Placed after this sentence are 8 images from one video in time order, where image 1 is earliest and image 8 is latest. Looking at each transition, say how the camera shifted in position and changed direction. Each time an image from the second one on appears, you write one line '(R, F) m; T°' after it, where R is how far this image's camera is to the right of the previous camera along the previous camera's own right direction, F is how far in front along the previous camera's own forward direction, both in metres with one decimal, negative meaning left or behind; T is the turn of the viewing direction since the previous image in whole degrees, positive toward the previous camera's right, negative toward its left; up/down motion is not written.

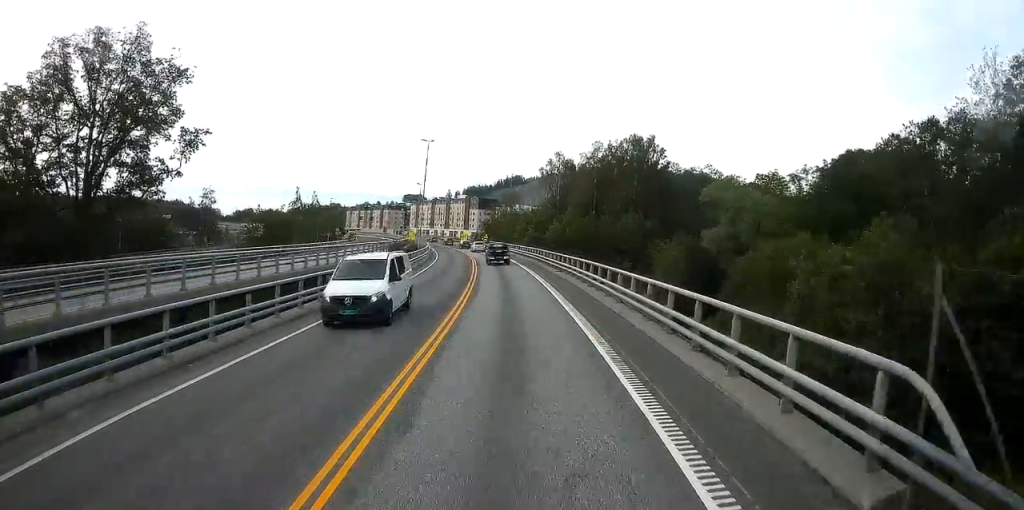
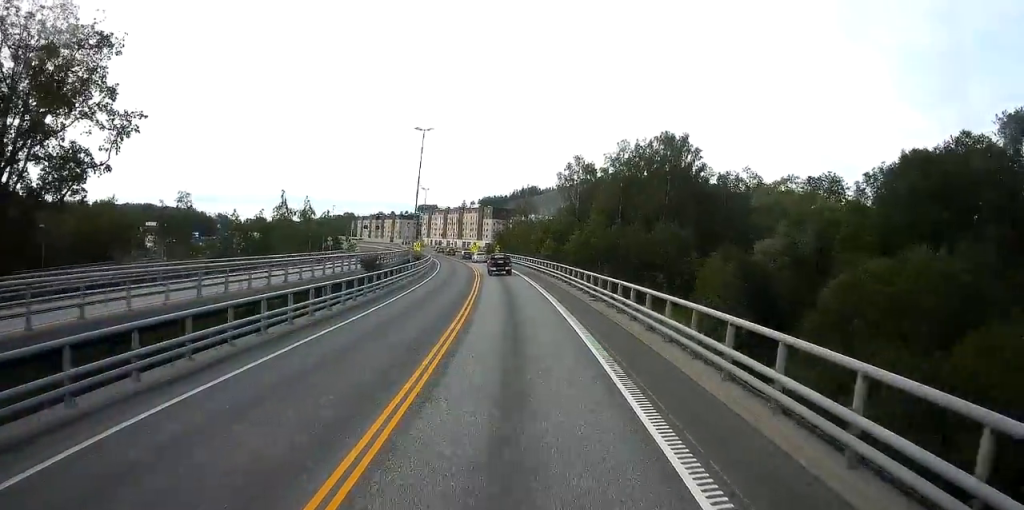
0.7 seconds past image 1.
(-0.3, +11.5) m; -2°
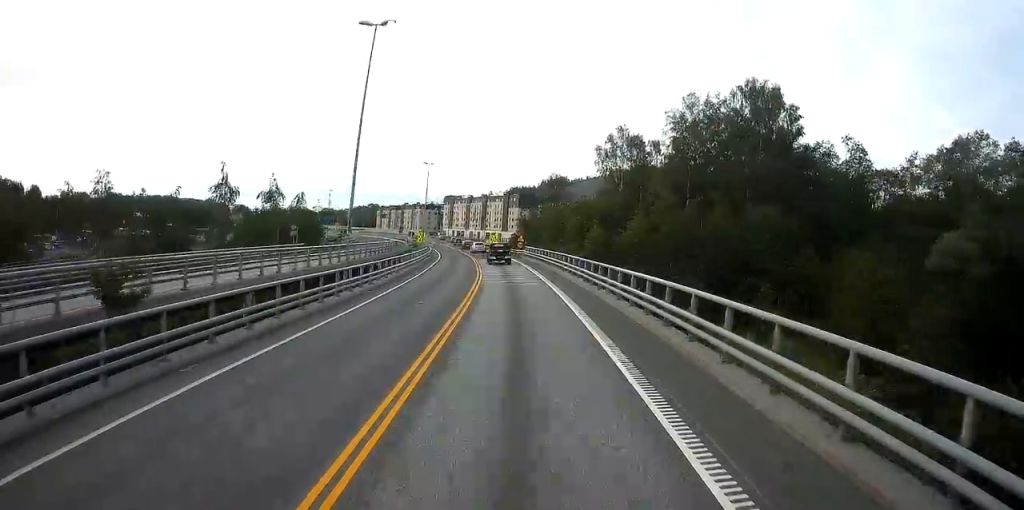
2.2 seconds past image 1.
(-0.7, +23.7) m; -2°
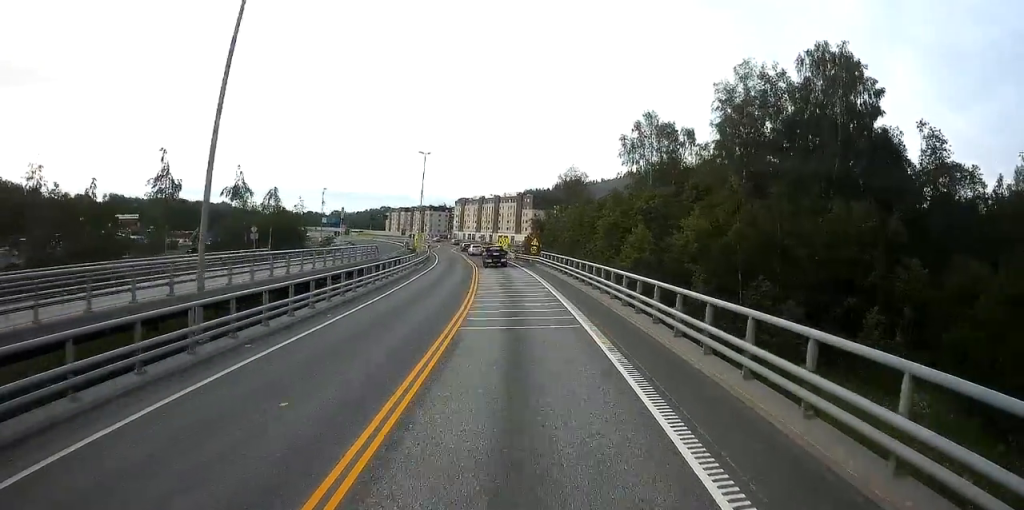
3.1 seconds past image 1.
(-0.1, +13.1) m; -1°
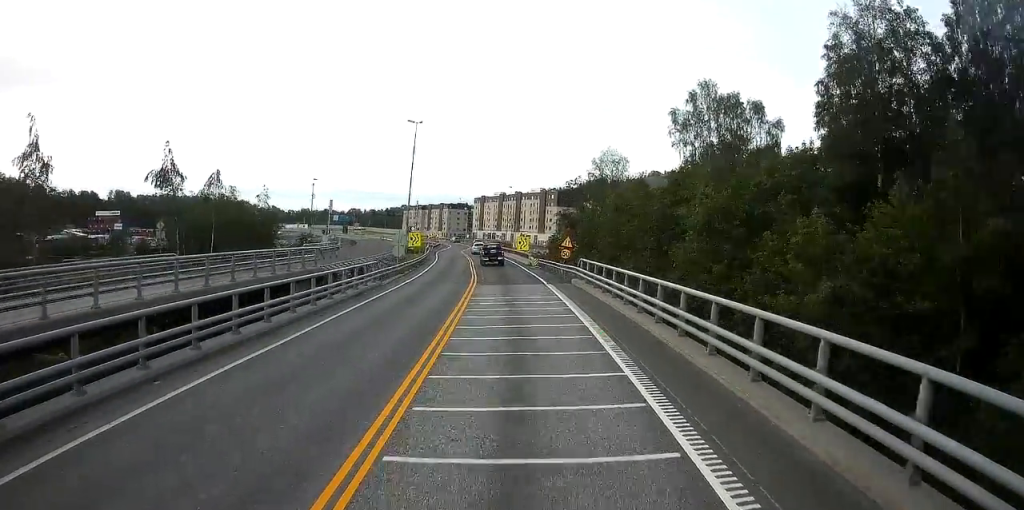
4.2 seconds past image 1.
(-0.4, +17.5) m; -3°
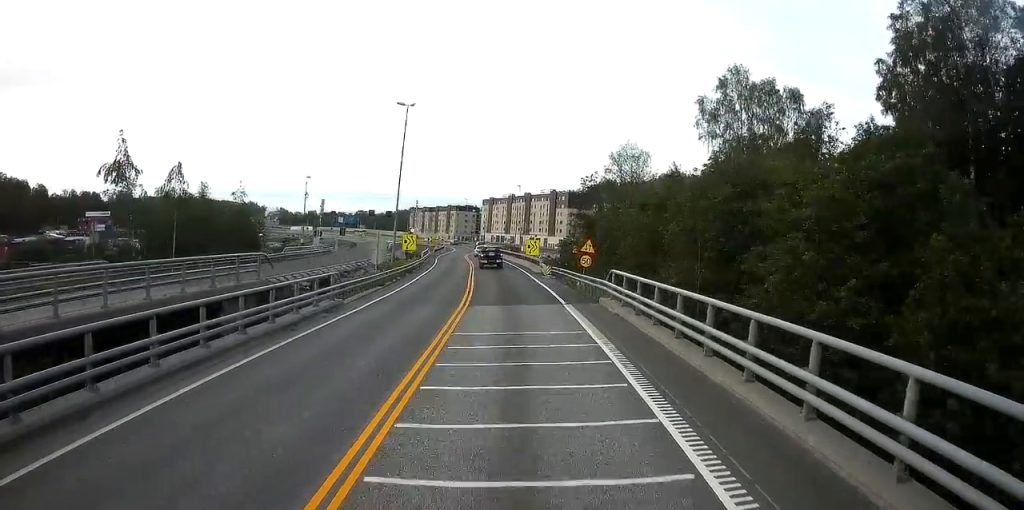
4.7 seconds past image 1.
(-0.1, +7.6) m; -1°
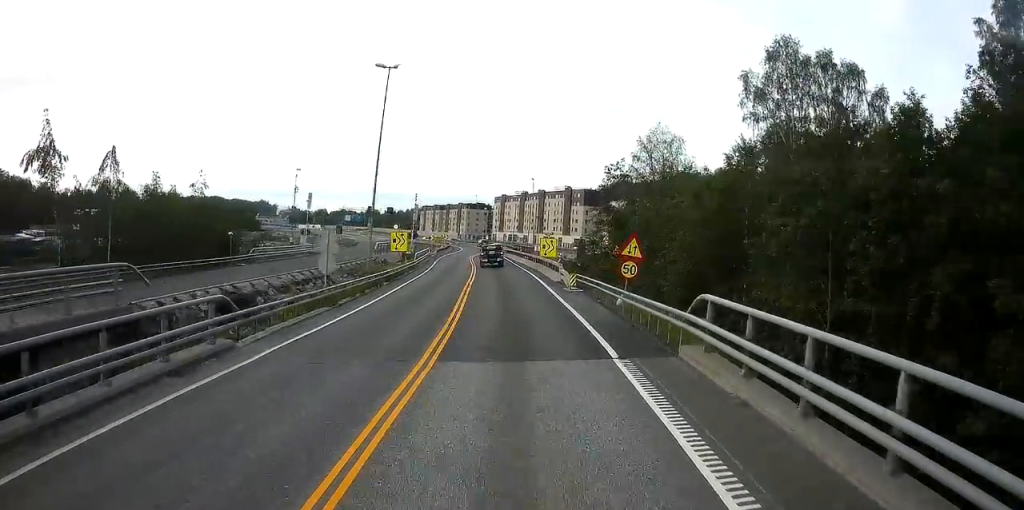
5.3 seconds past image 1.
(-0.2, +9.5) m; -1°
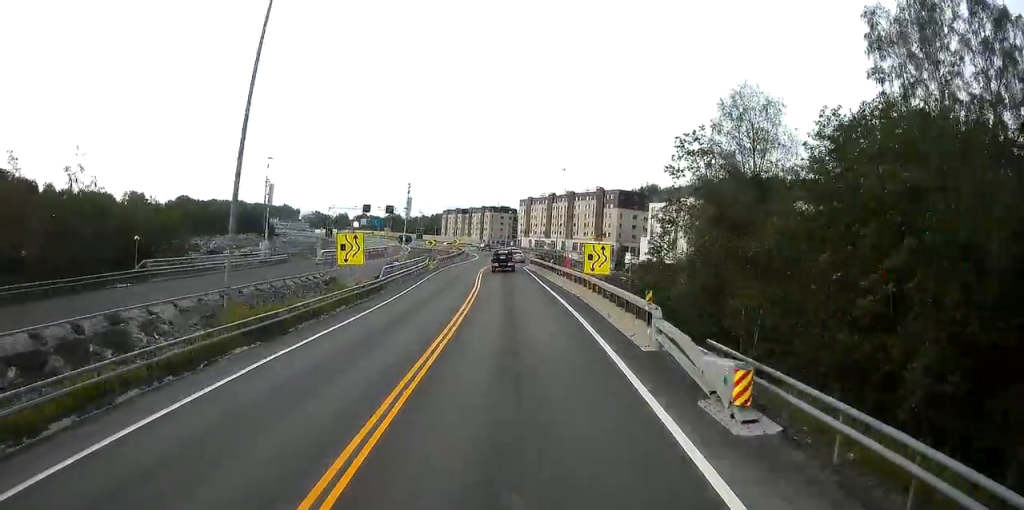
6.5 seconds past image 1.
(-0.2, +18.0) m; -2°
